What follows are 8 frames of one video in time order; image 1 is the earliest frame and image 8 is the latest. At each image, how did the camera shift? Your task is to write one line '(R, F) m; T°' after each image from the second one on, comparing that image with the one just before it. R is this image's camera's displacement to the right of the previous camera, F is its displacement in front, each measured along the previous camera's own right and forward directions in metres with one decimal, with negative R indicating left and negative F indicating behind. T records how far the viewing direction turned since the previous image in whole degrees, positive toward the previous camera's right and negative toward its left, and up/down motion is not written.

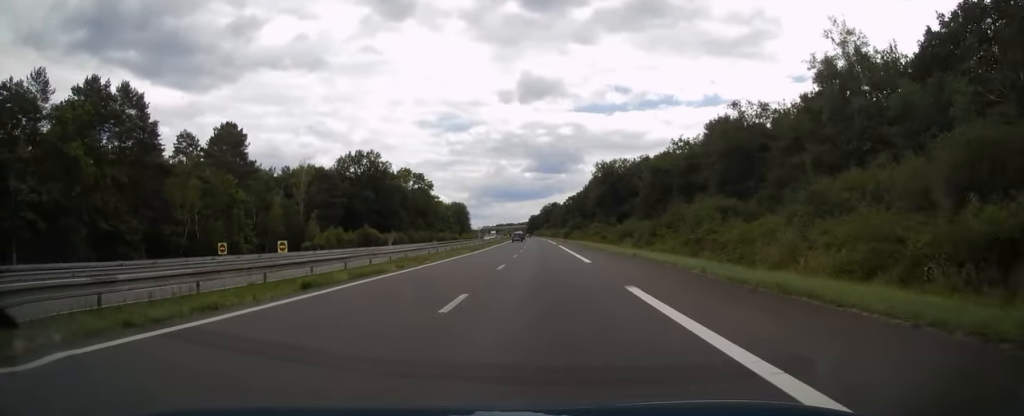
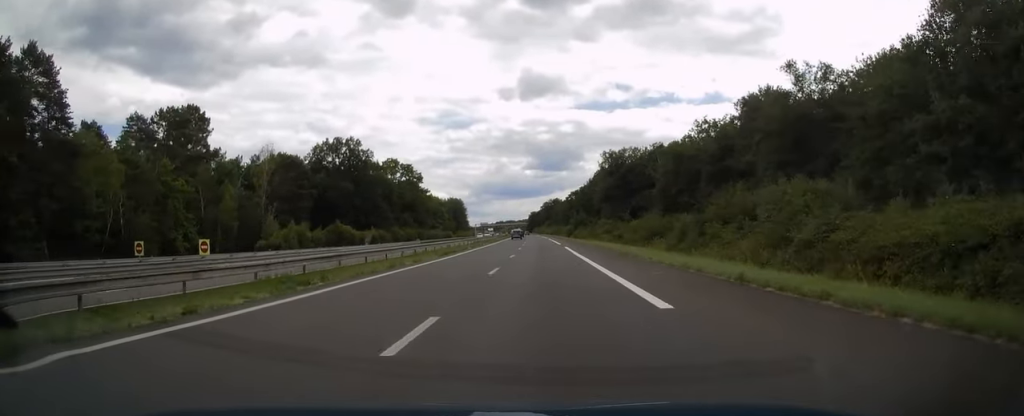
(-0.2, +16.6) m; 0°
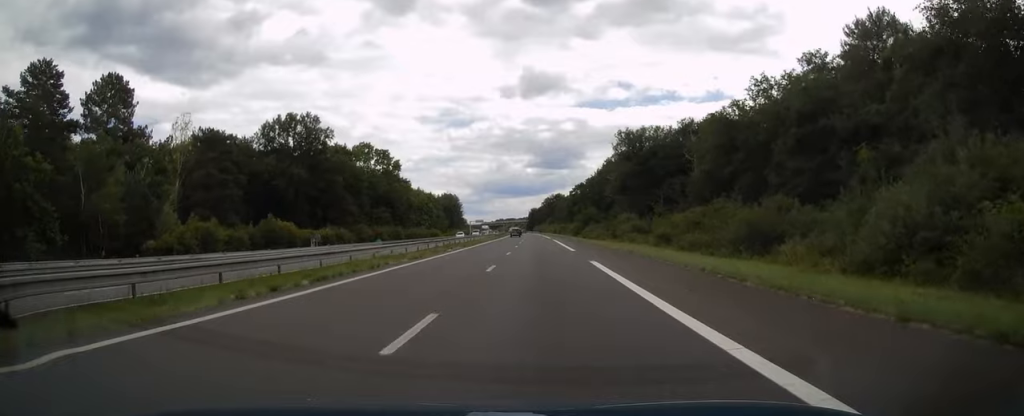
(0.0, +26.0) m; 0°
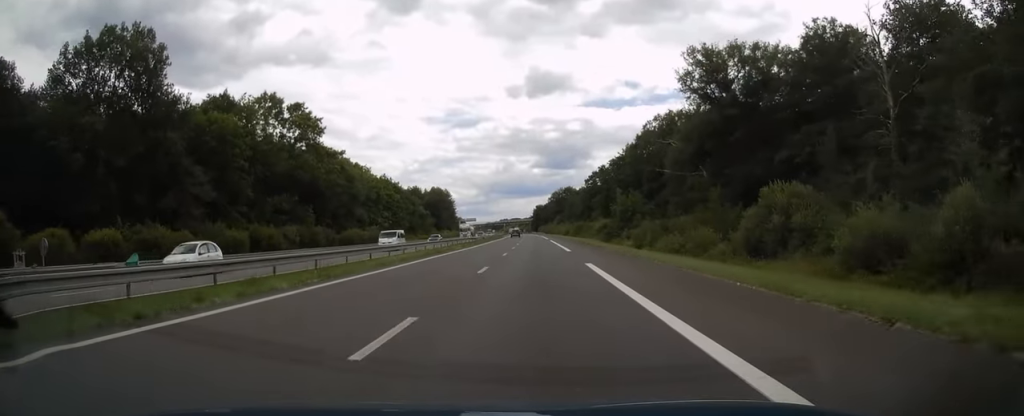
(+0.1, +52.2) m; 0°
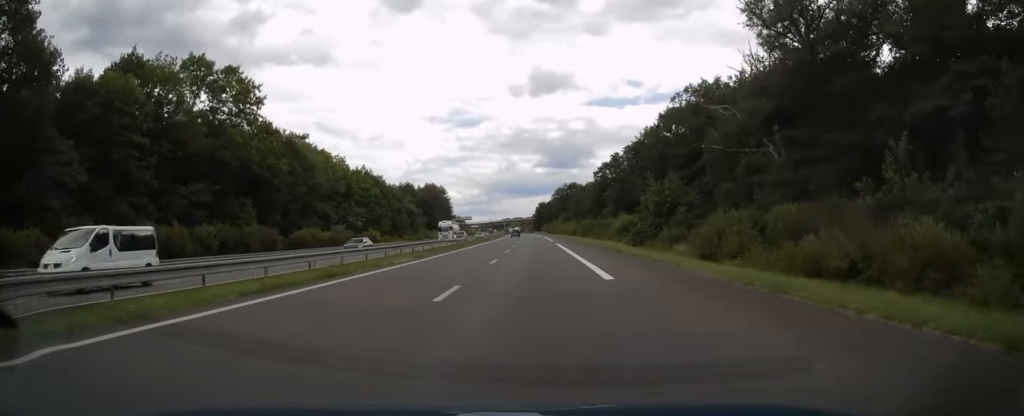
(-0.1, +20.7) m; 0°
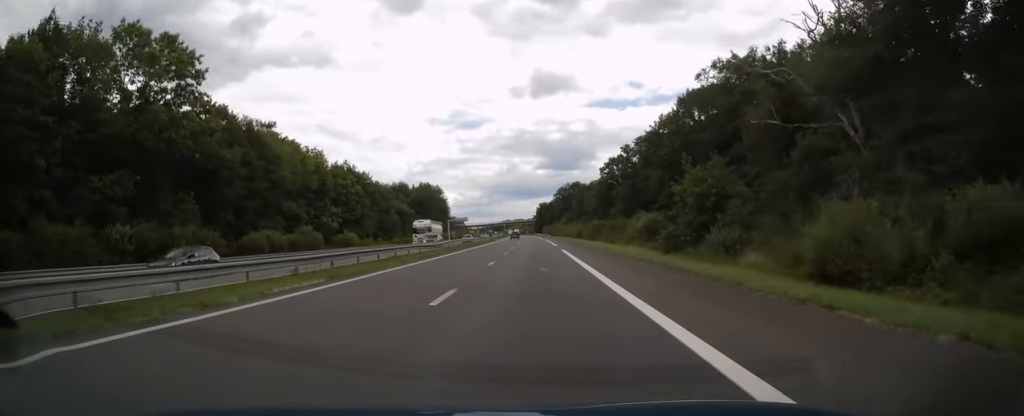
(0.0, +13.3) m; 0°
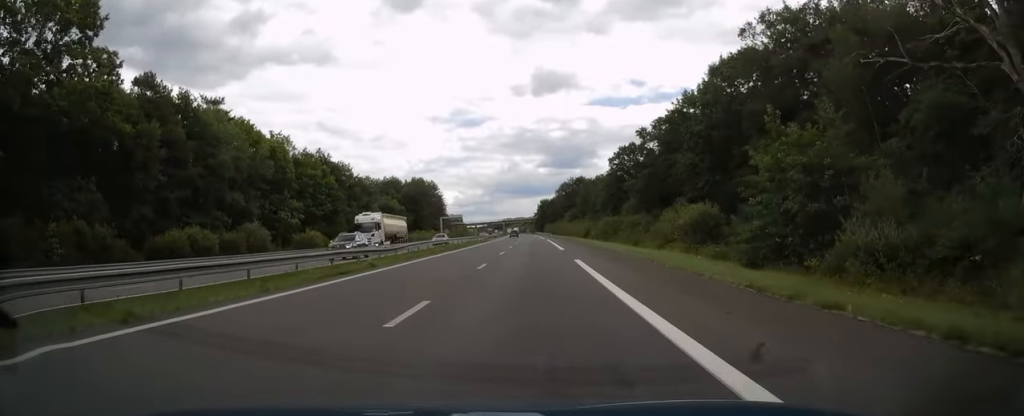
(0.0, +15.8) m; 0°
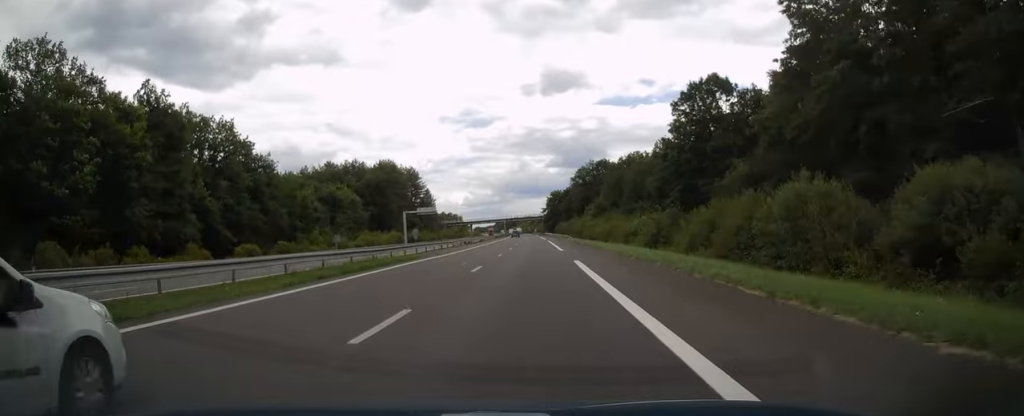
(-0.3, +53.2) m; -1°
